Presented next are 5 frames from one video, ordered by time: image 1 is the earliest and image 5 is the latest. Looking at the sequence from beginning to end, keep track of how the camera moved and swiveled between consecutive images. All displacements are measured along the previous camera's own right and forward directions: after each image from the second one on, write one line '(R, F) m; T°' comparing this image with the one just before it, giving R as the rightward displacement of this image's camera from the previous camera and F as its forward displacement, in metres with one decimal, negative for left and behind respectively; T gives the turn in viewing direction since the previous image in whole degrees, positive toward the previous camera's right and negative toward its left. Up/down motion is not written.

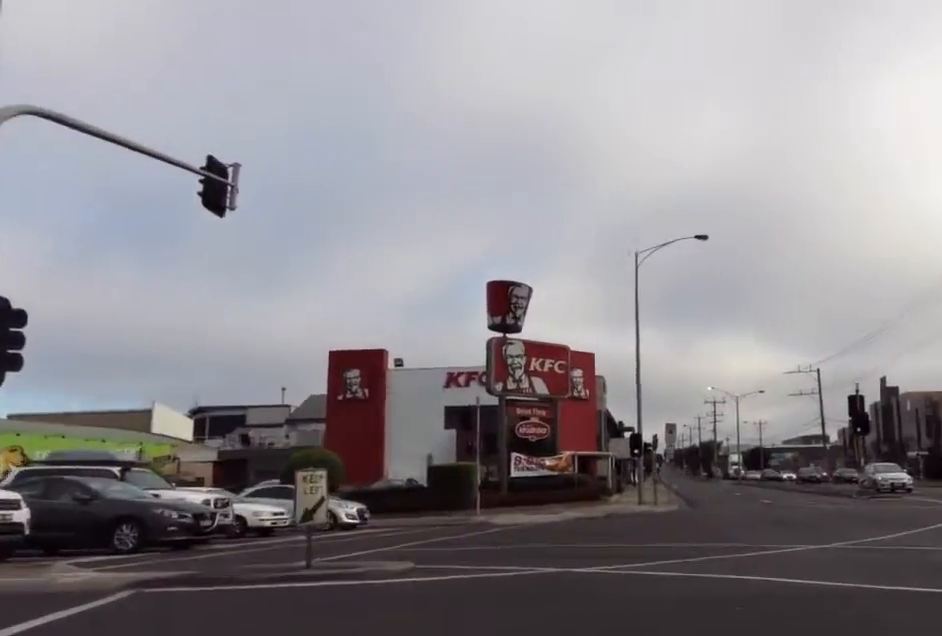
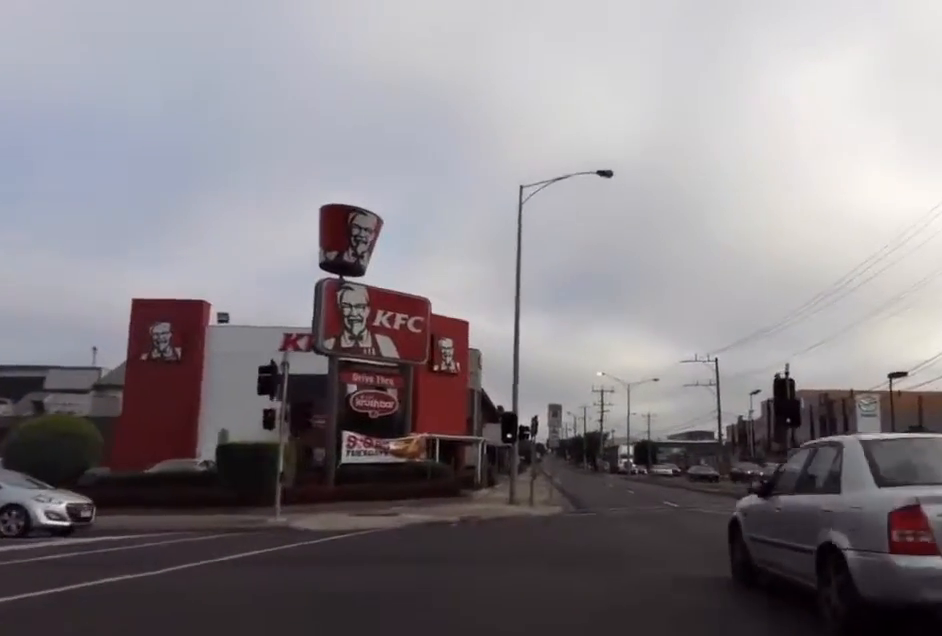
(+0.8, +14.6) m; +5°
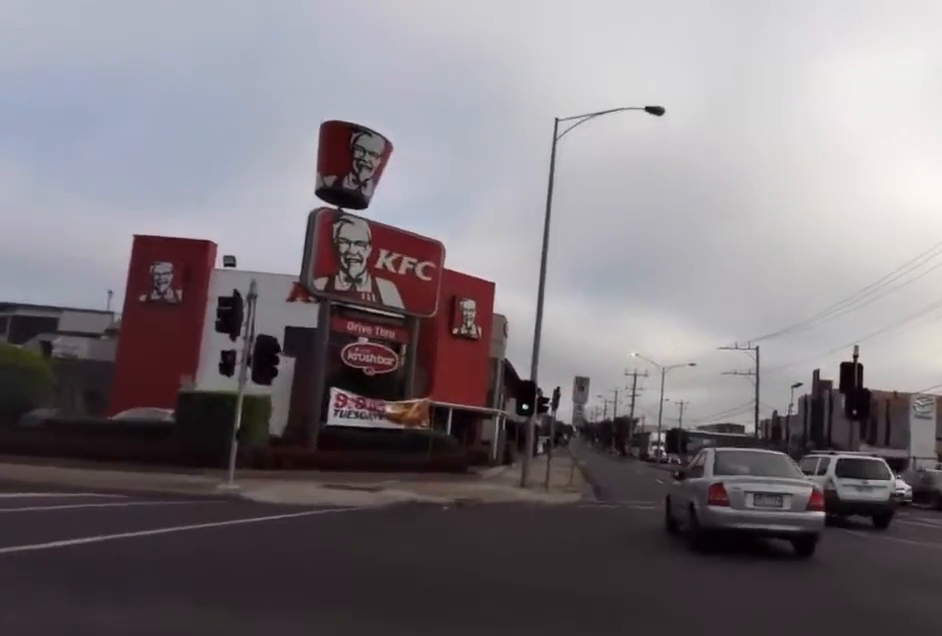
(+0.1, +7.0) m; -3°
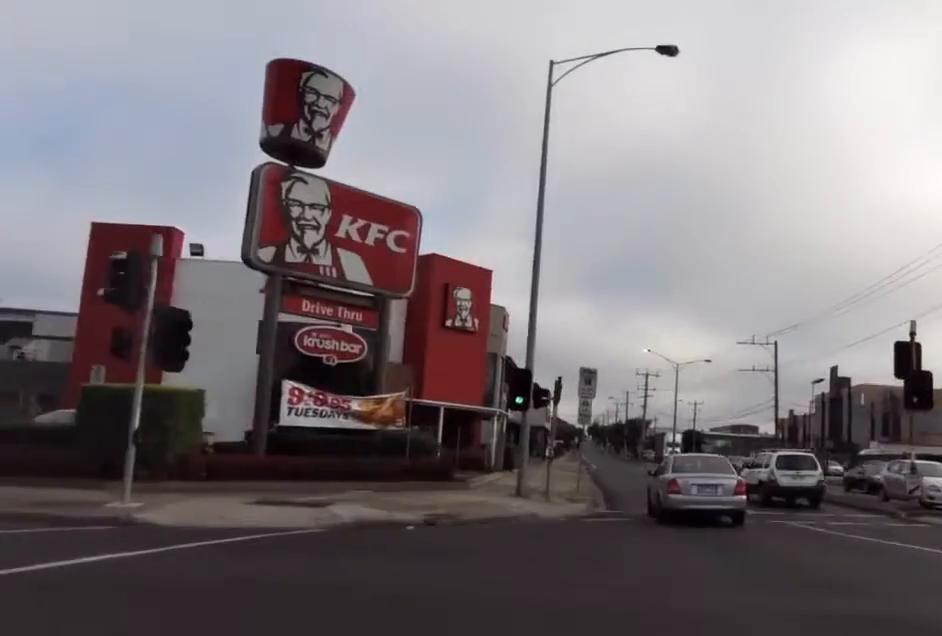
(-0.5, +5.6) m; -4°
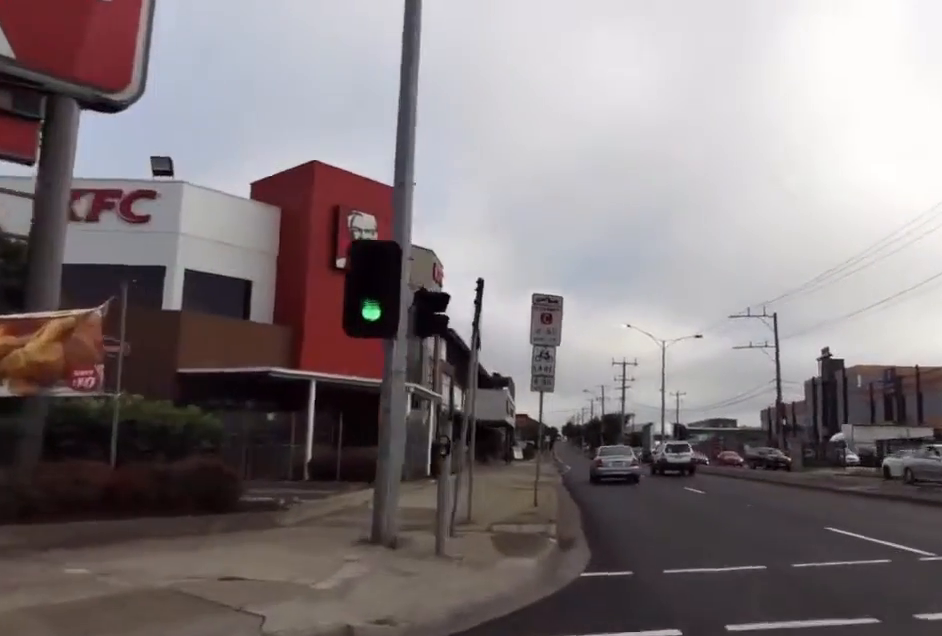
(+1.5, +14.0) m; +12°
